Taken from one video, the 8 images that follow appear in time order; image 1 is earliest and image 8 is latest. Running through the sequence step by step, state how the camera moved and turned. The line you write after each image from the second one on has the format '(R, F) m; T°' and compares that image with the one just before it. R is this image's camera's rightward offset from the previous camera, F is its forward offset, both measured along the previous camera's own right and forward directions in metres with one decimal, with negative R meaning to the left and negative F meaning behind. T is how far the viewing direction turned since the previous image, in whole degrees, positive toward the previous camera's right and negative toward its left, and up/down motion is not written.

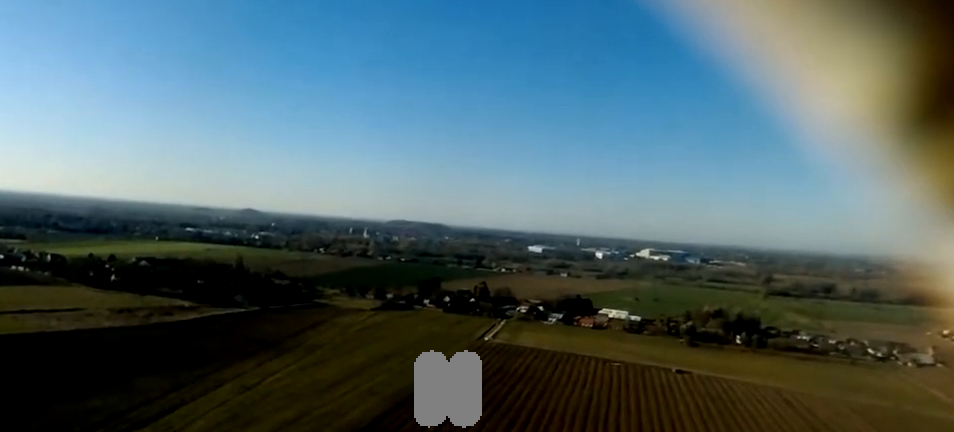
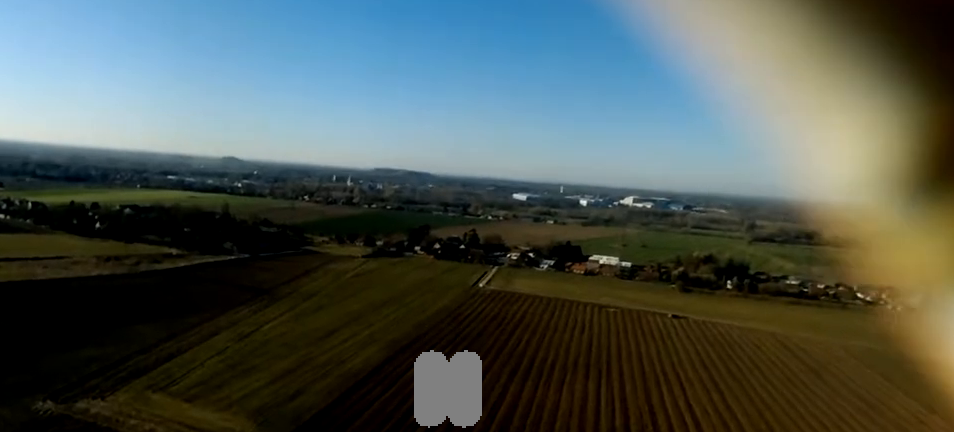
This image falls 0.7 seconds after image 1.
(+0.4, +11.8) m; +2°
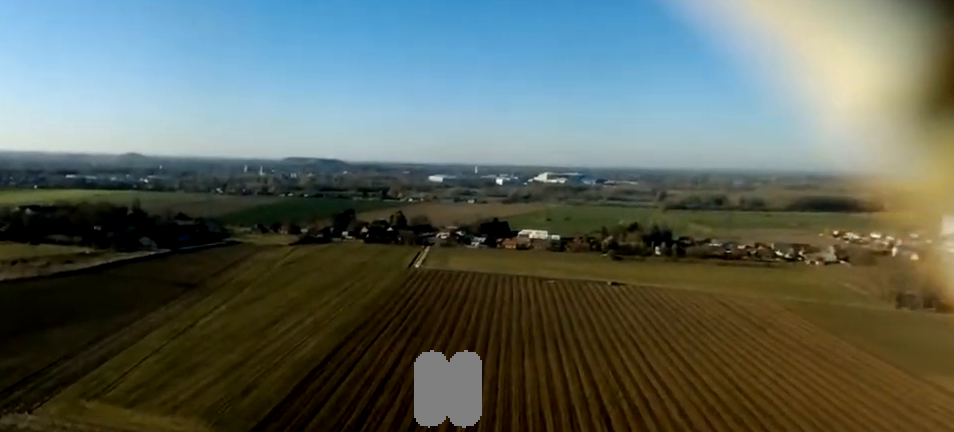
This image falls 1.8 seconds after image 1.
(0.0, +17.8) m; +2°
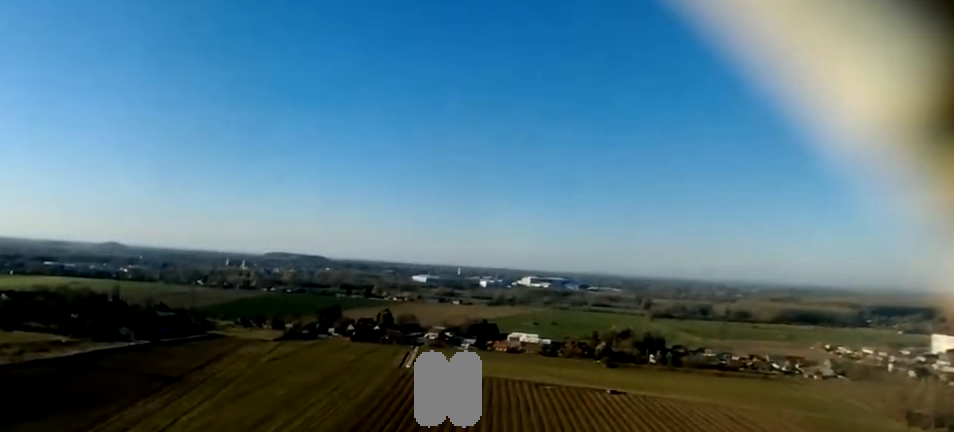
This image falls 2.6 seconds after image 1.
(+0.2, +11.7) m; +4°
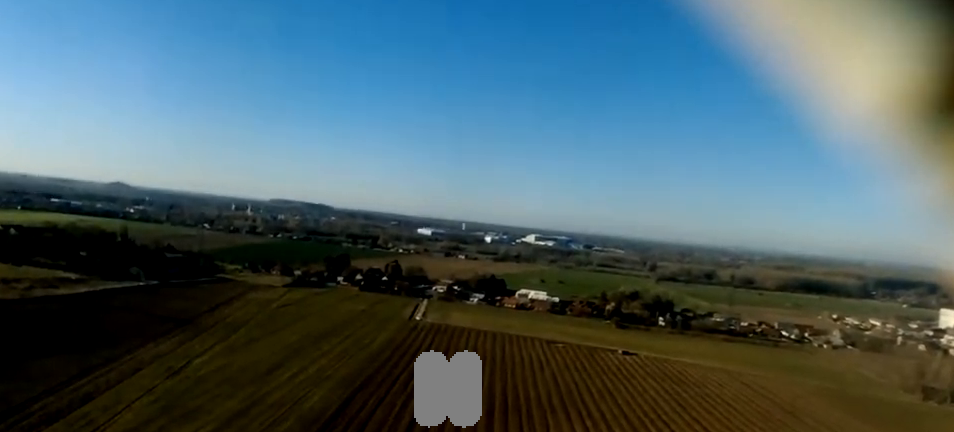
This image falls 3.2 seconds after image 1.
(+0.8, +10.8) m; -1°
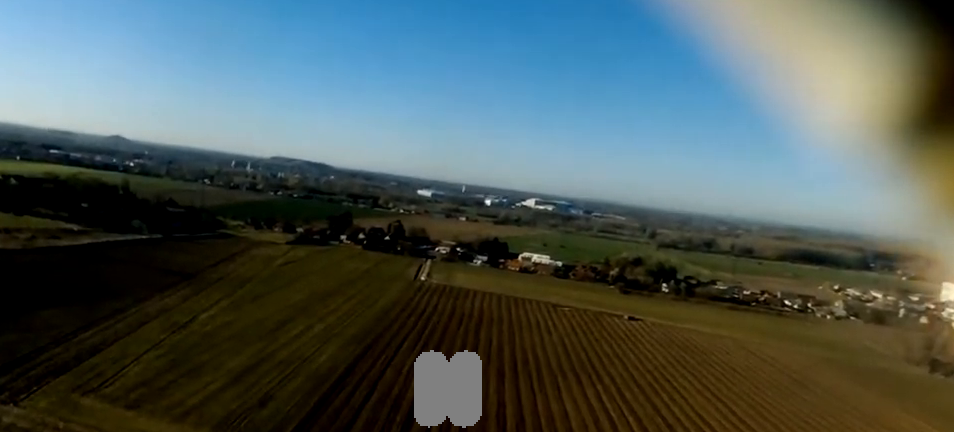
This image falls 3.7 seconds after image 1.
(-0.1, +7.9) m; 0°
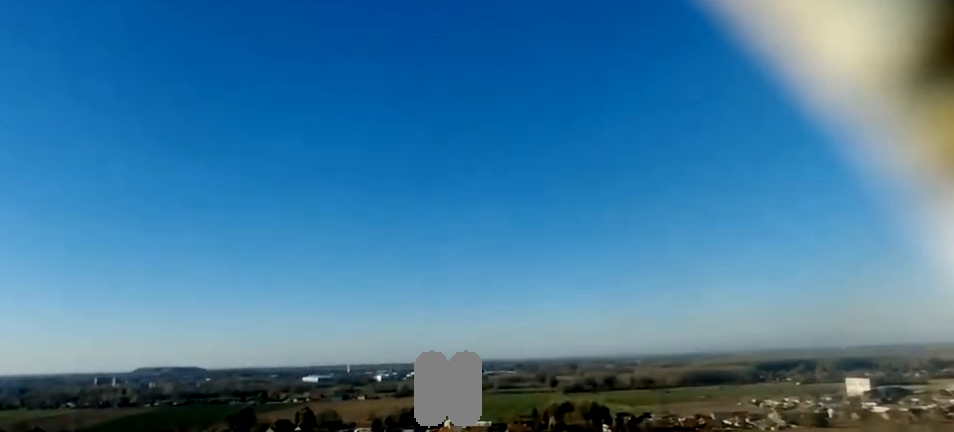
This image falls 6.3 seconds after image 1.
(+2.2, +42.2) m; +6°
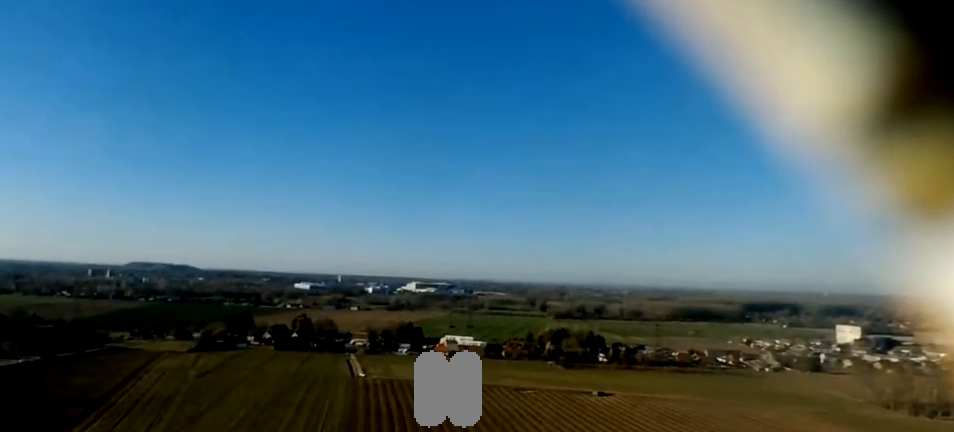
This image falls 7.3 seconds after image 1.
(-0.3, +16.4) m; -5°
